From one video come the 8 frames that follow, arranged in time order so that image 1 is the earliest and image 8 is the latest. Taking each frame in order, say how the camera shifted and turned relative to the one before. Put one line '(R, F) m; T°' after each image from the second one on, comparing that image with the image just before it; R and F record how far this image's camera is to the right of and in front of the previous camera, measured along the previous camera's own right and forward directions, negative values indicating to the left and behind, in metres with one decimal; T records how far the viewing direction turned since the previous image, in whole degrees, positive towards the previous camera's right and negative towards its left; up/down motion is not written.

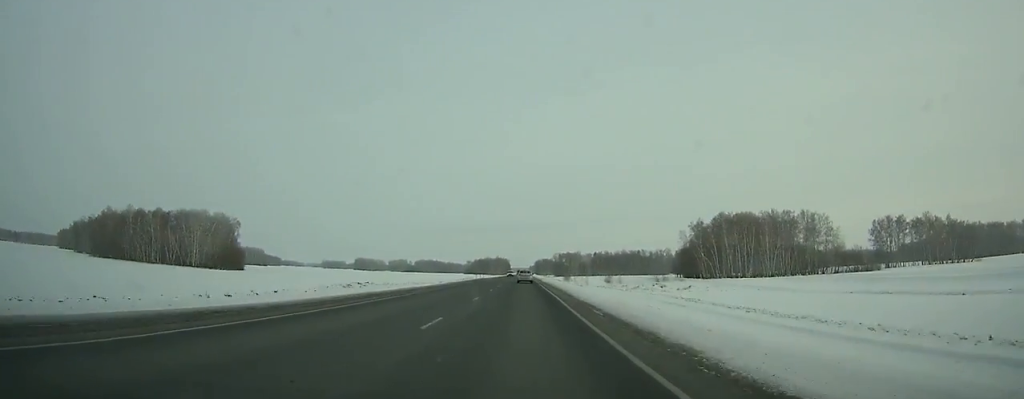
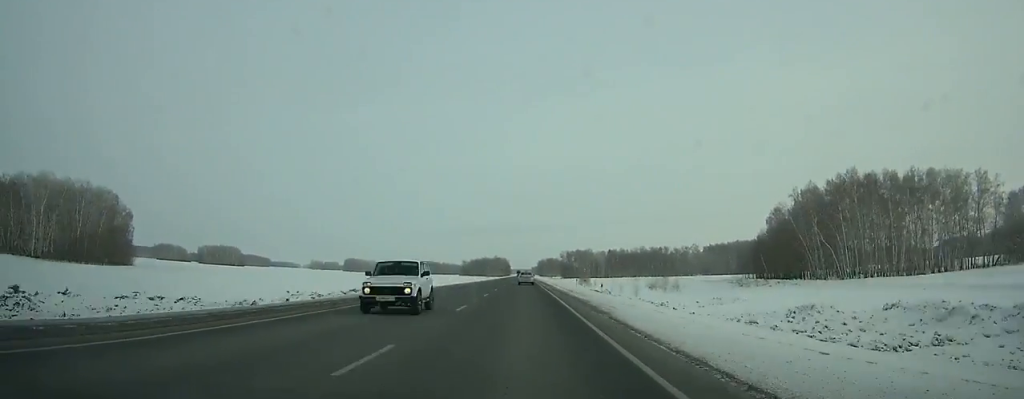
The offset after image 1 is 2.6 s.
(+0.2, +78.3) m; 0°
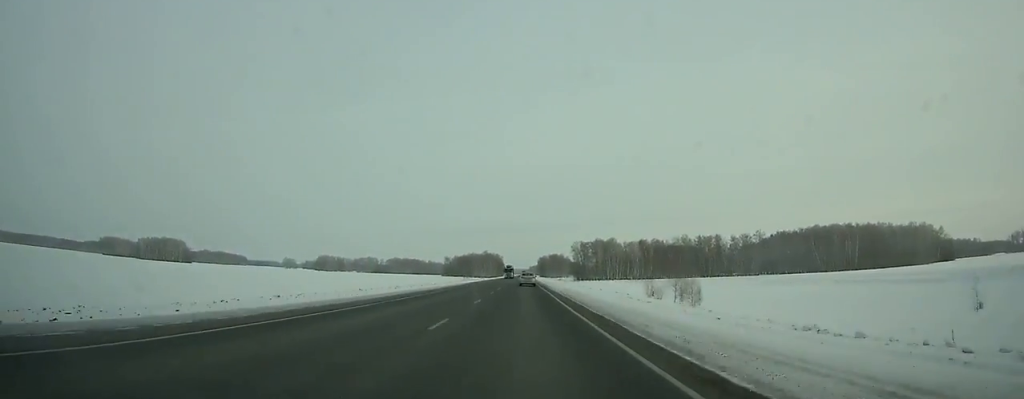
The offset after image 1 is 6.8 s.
(-0.3, +126.7) m; 0°
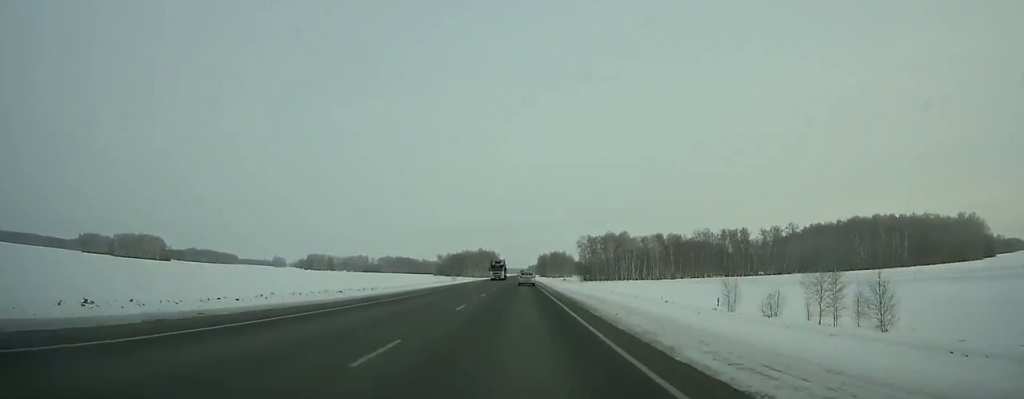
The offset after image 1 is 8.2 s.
(+0.1, +42.4) m; 0°
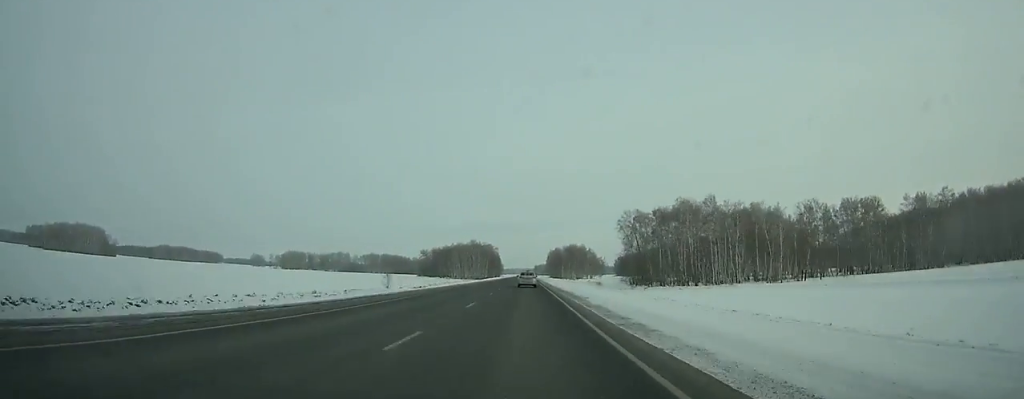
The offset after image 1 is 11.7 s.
(-0.2, +104.7) m; 0°
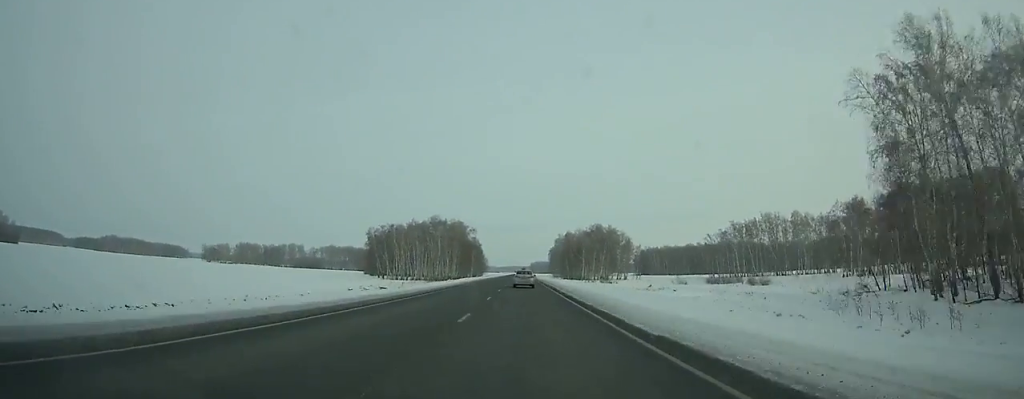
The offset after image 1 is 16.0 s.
(-0.1, +123.5) m; 0°
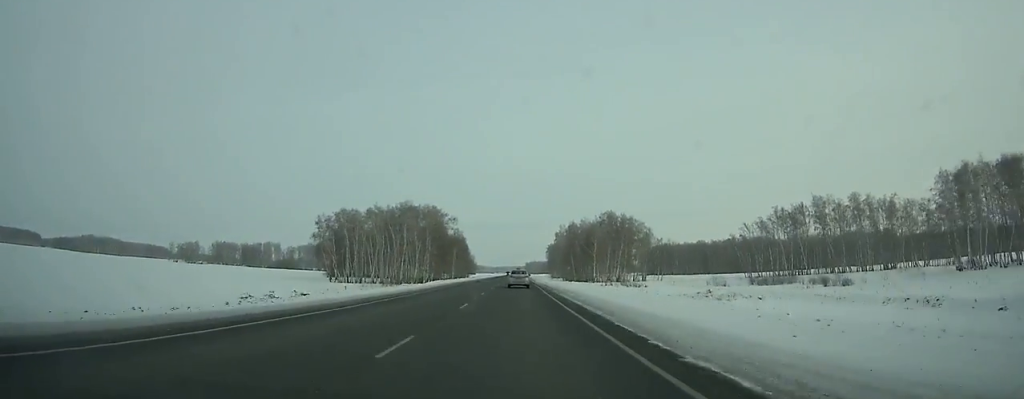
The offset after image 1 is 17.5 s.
(0.0, +42.1) m; 0°
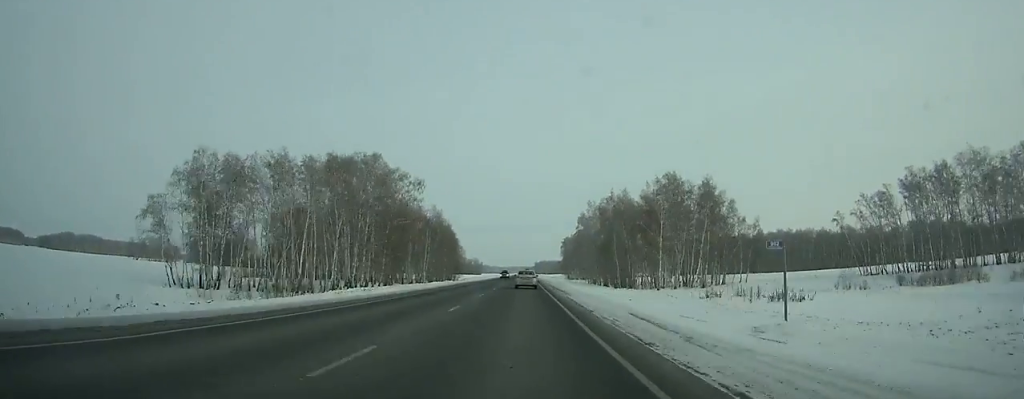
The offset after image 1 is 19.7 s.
(+0.1, +60.3) m; 0°
